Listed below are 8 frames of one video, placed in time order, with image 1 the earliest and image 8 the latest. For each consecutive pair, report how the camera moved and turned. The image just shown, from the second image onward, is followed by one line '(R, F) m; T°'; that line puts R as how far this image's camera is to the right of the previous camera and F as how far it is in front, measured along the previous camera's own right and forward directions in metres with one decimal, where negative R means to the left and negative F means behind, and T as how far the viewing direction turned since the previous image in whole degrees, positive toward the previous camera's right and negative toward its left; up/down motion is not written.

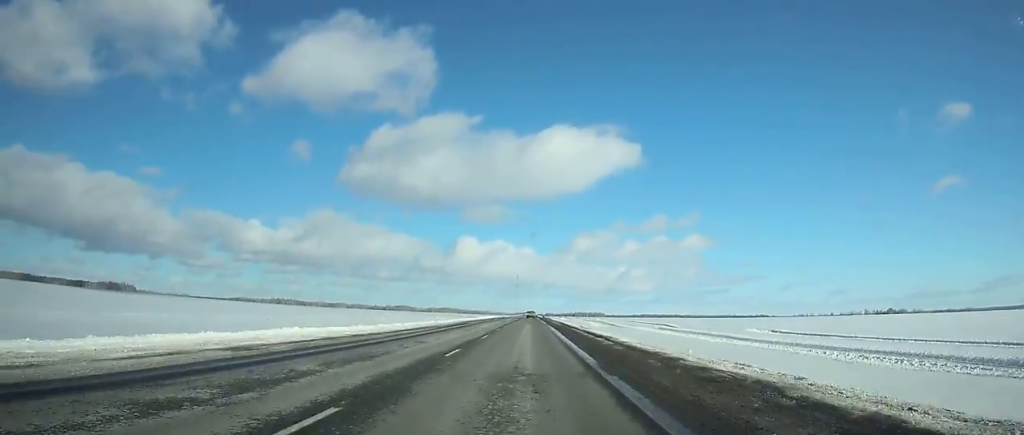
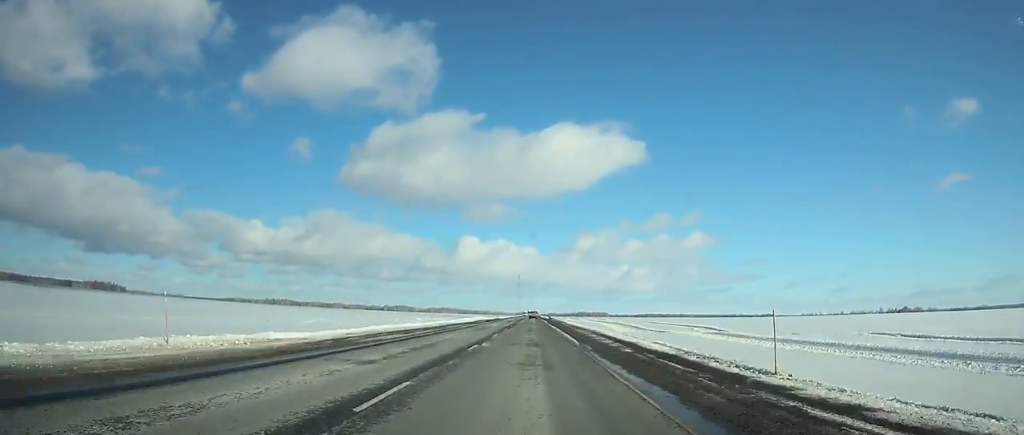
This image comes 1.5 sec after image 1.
(-0.1, +43.9) m; 0°
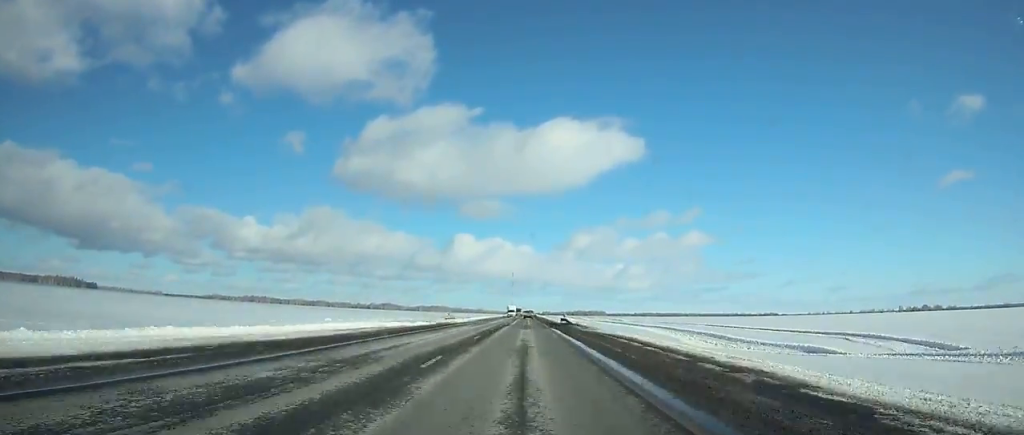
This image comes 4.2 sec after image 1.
(-0.1, +78.3) m; 0°
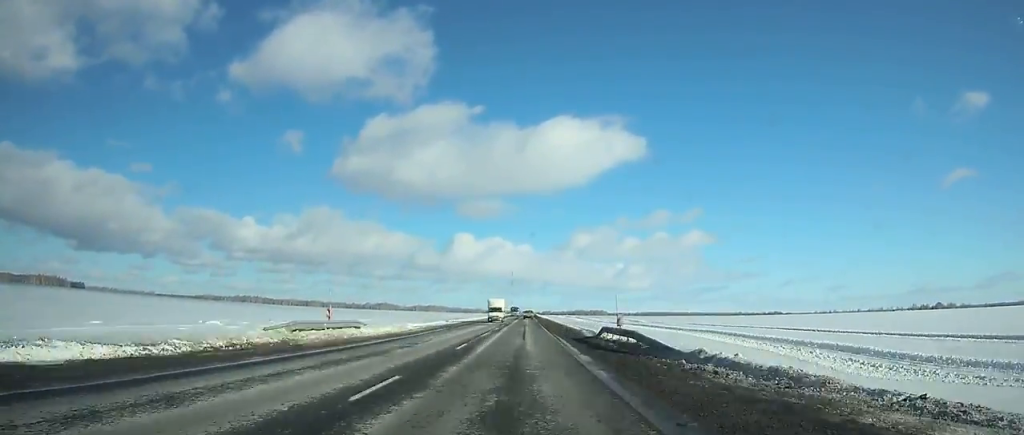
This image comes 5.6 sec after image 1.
(0.0, +40.3) m; 0°
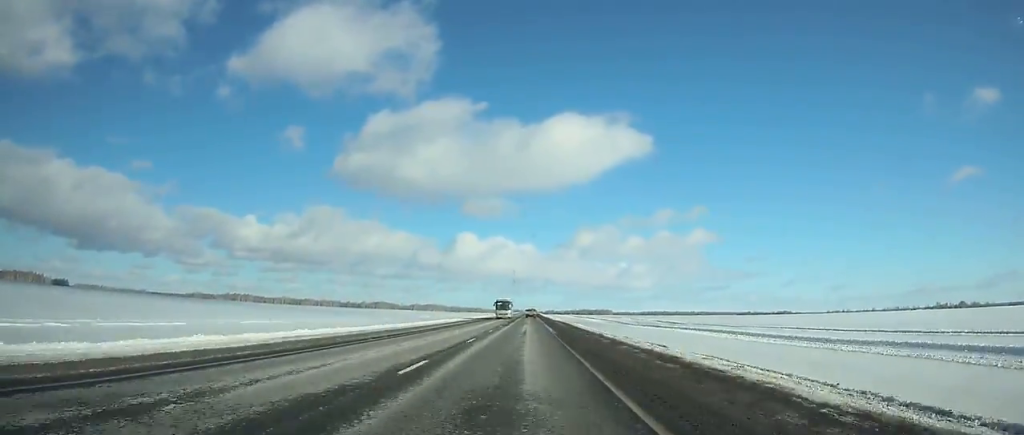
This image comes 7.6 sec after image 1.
(0.0, +57.0) m; 0°
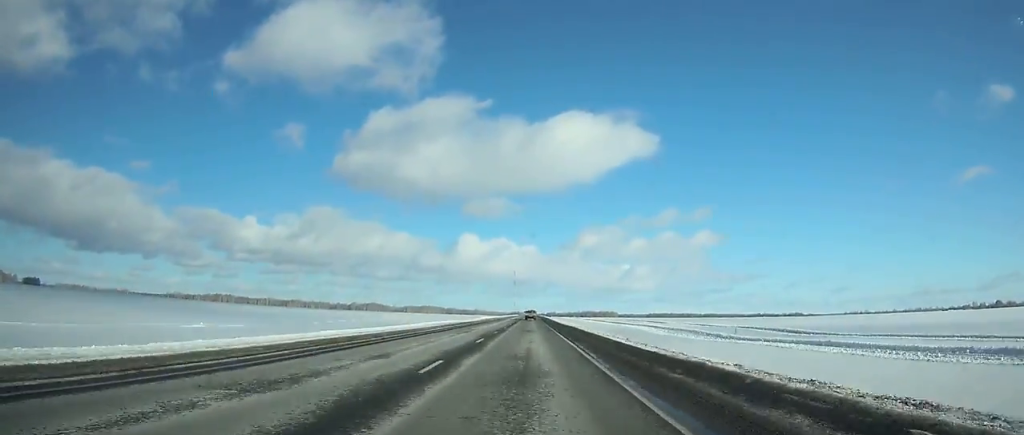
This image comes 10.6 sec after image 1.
(+0.1, +85.3) m; 0°
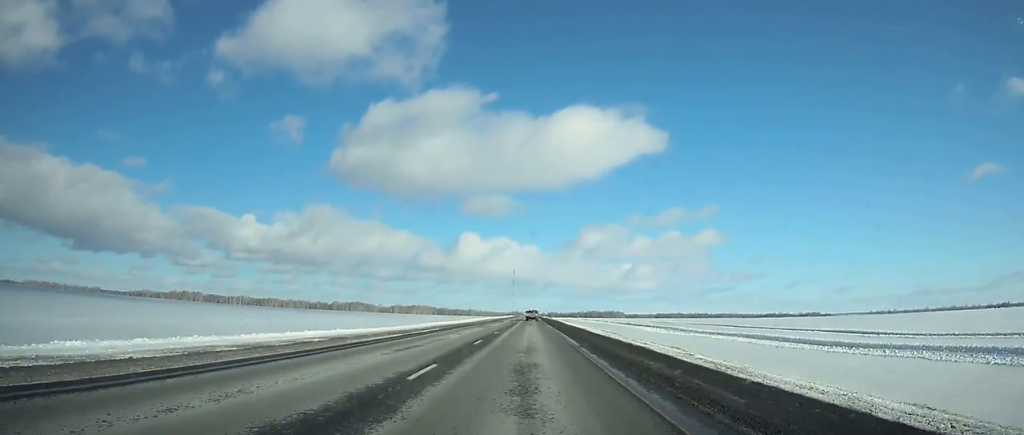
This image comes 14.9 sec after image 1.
(+0.2, +122.1) m; 0°
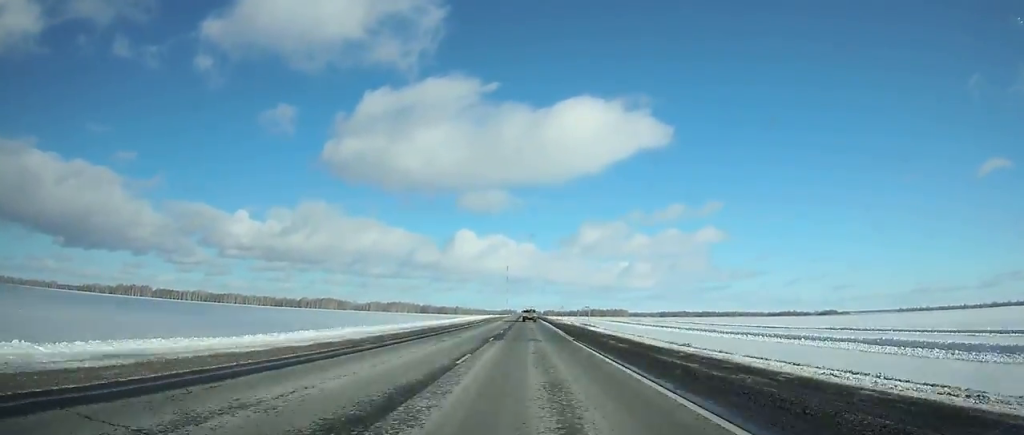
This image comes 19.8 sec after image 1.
(+0.3, +137.5) m; 0°
